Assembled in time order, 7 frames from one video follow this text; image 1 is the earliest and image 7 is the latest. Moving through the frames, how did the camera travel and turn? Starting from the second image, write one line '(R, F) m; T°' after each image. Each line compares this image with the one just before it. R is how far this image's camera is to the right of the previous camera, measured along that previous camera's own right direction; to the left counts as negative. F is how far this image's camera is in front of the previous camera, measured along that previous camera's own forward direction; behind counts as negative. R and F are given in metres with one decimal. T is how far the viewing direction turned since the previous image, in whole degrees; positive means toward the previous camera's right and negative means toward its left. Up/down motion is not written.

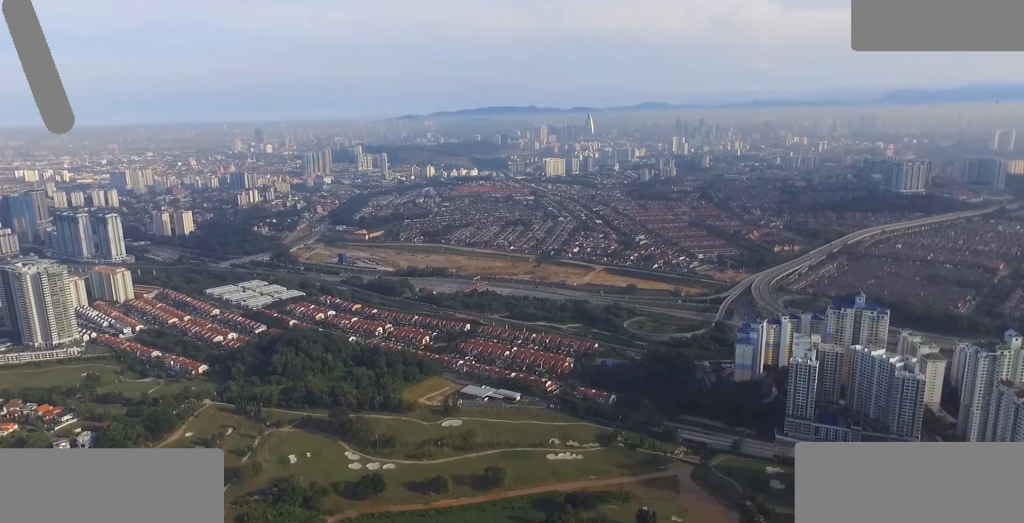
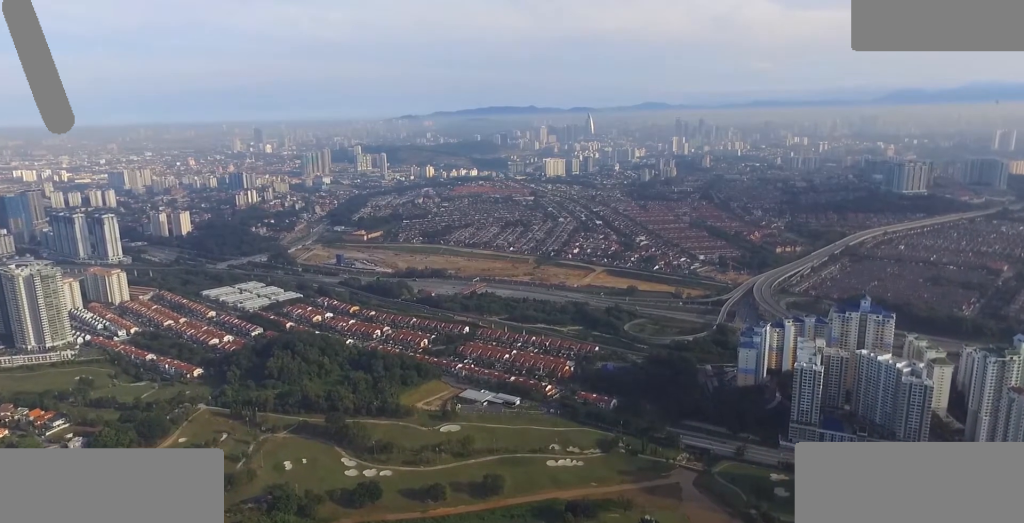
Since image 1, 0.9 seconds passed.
(0.0, +12.9) m; 0°
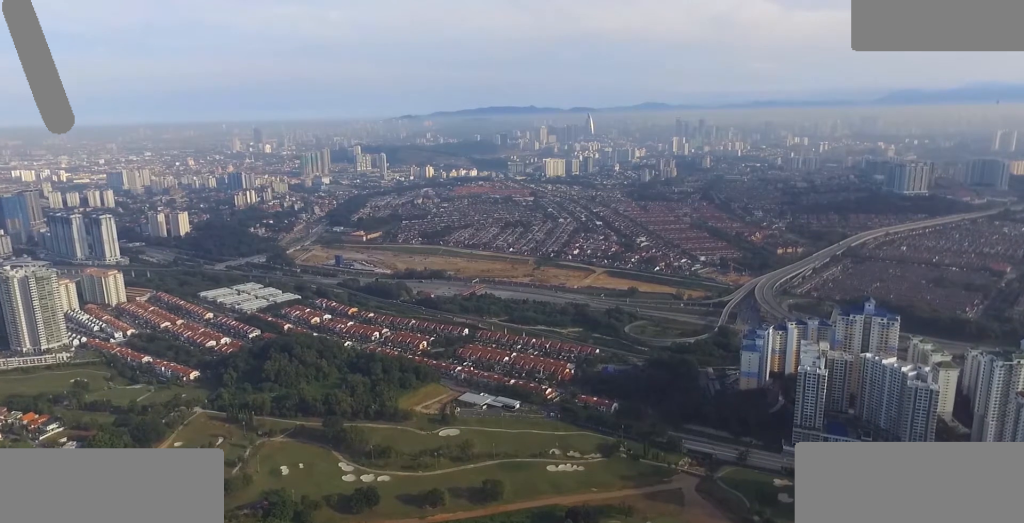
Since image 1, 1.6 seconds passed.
(0.0, +9.5) m; 0°
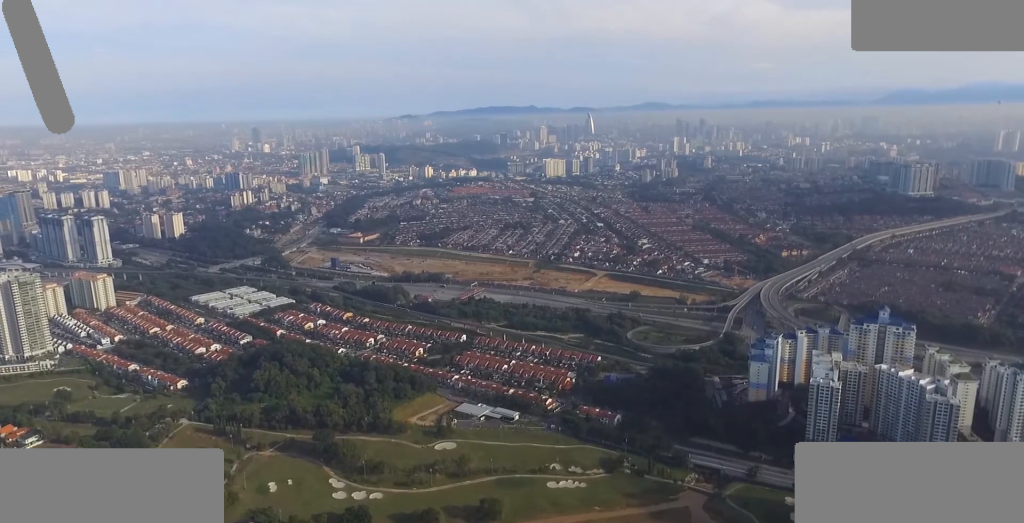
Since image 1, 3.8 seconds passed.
(0.0, +30.8) m; 0°
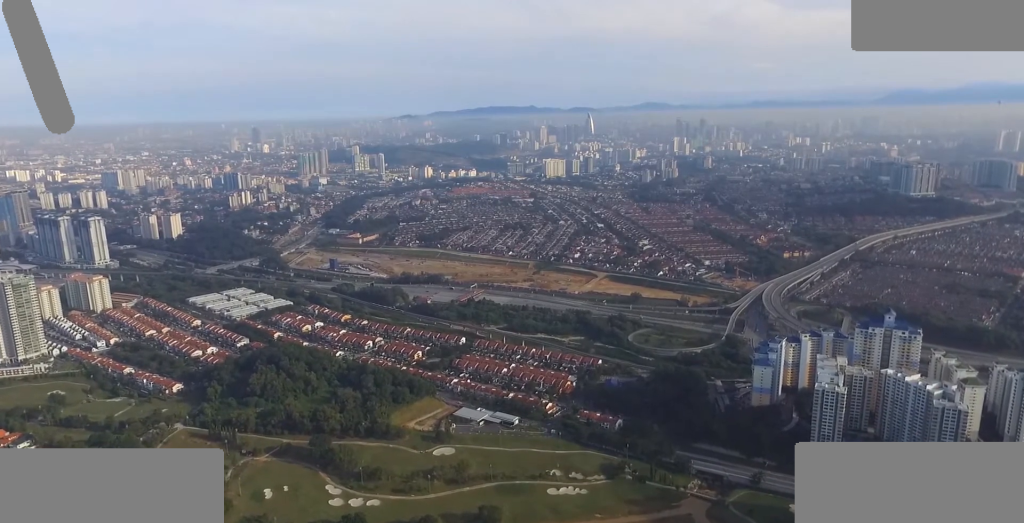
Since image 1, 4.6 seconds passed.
(0.0, +11.2) m; 0°
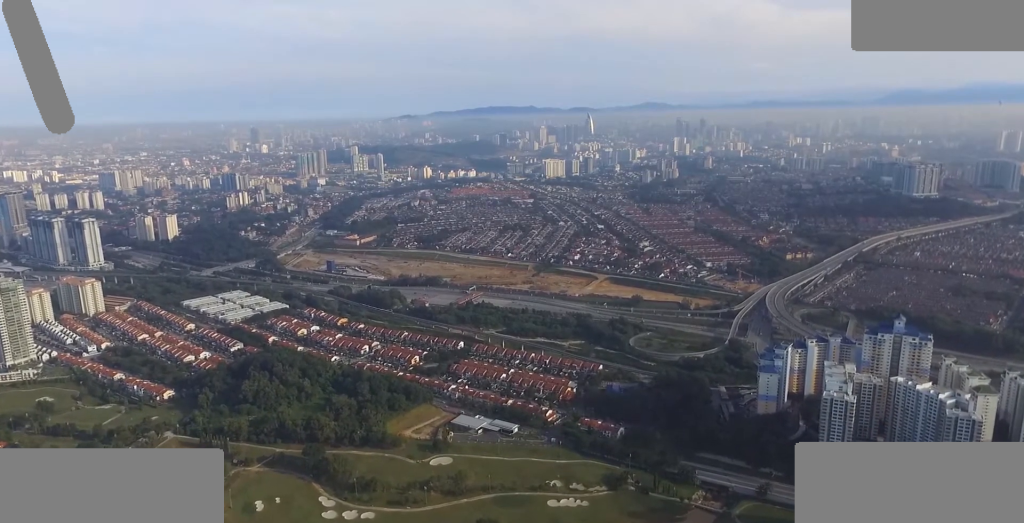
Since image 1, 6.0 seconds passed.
(+0.1, +19.1) m; +1°
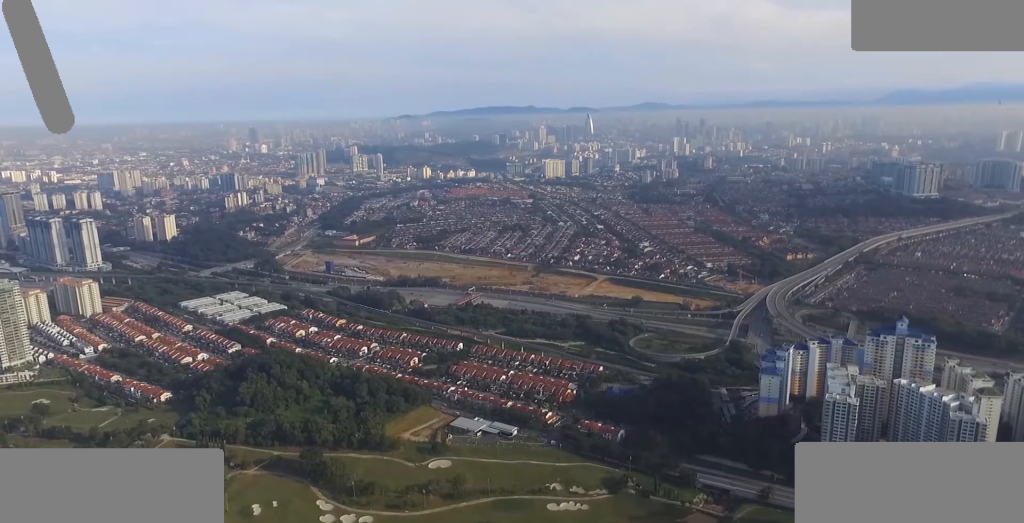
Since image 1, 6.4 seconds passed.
(0.0, +6.2) m; 0°
